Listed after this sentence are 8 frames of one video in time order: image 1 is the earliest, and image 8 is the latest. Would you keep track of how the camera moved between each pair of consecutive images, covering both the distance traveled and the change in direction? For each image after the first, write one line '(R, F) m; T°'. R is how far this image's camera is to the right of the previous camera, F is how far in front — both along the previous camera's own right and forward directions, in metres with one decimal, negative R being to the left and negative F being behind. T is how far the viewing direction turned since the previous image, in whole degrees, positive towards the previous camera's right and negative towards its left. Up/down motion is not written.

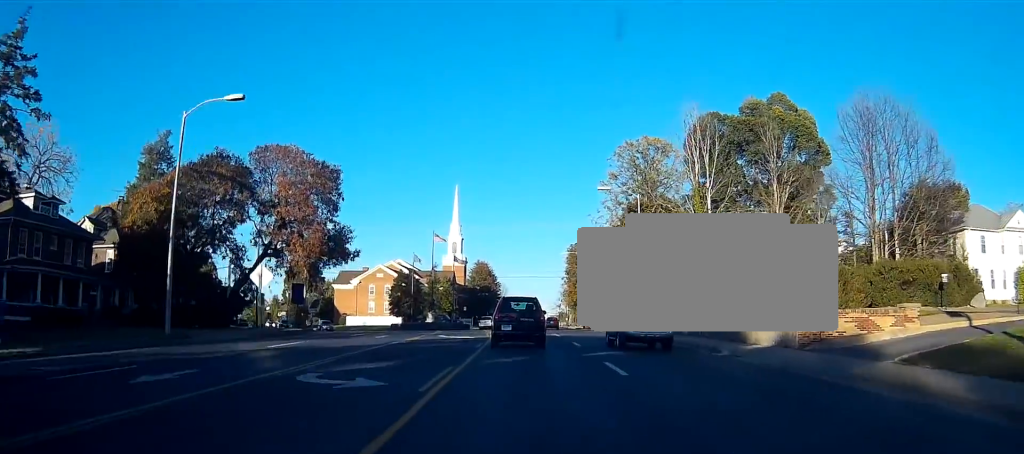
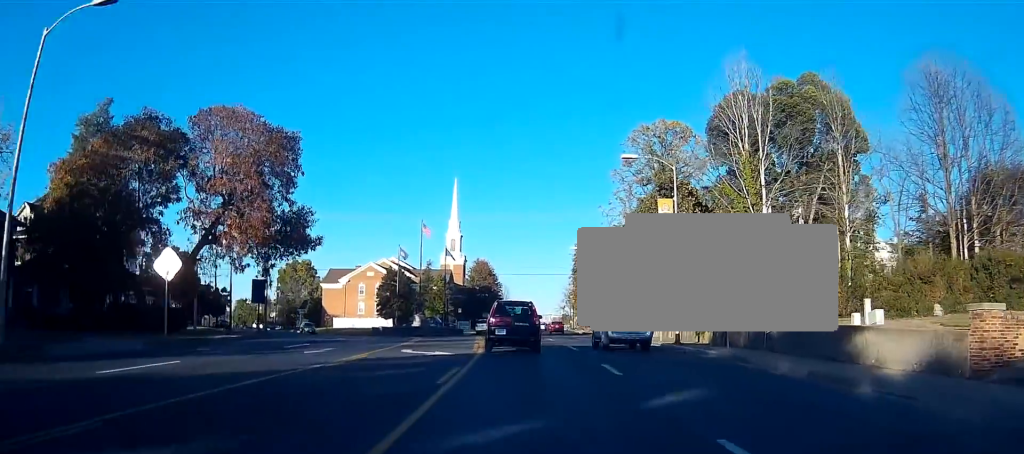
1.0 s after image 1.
(-0.2, +11.0) m; 0°
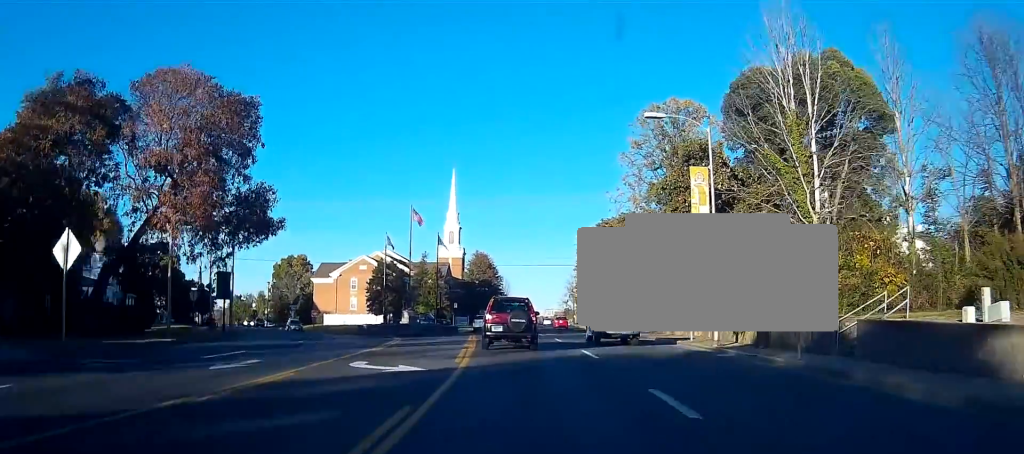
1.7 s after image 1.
(+0.1, +7.2) m; 0°
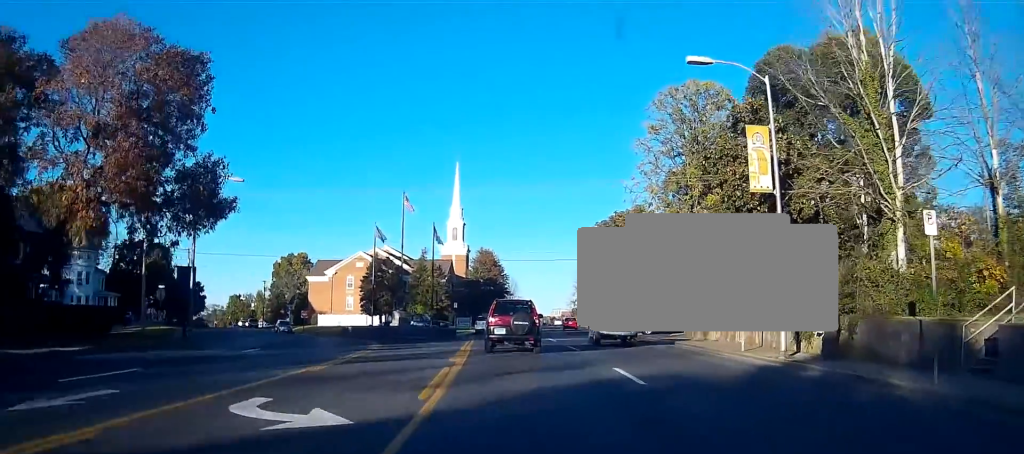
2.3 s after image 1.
(0.0, +7.1) m; -1°
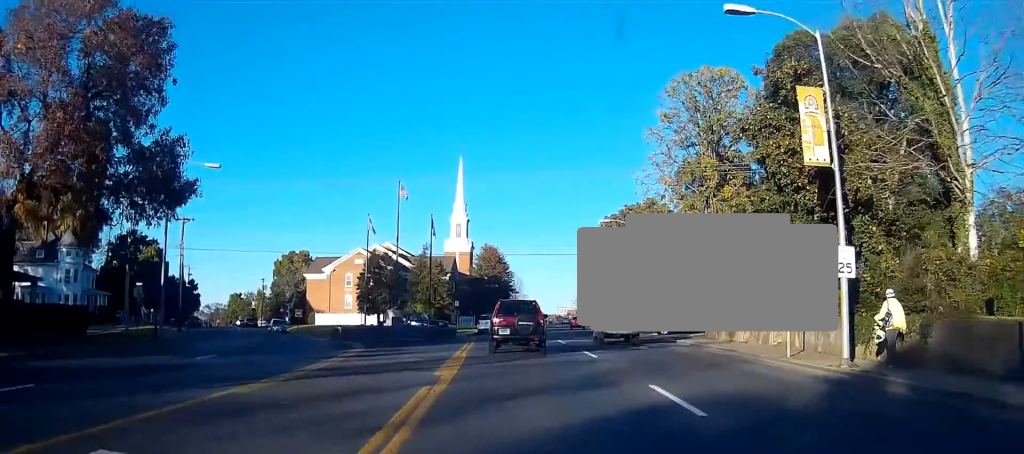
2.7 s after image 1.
(-0.1, +4.3) m; -1°
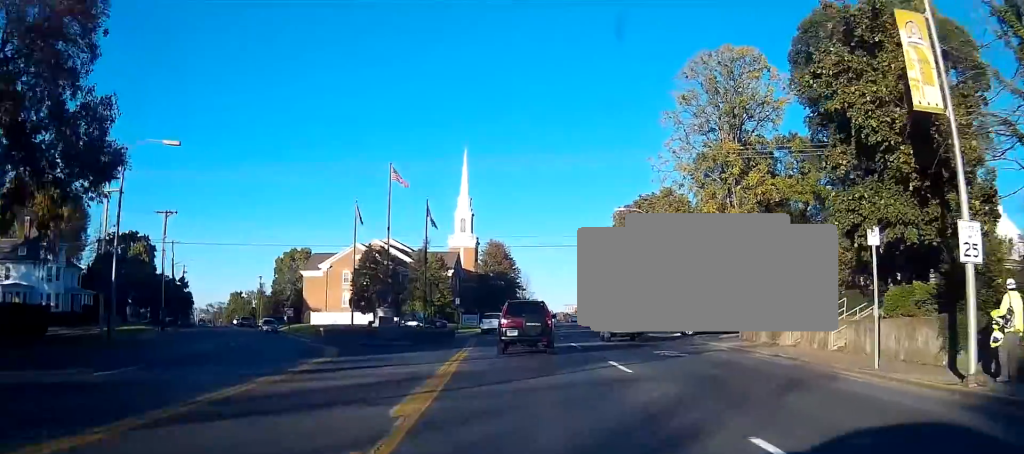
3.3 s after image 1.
(-0.1, +5.7) m; -1°
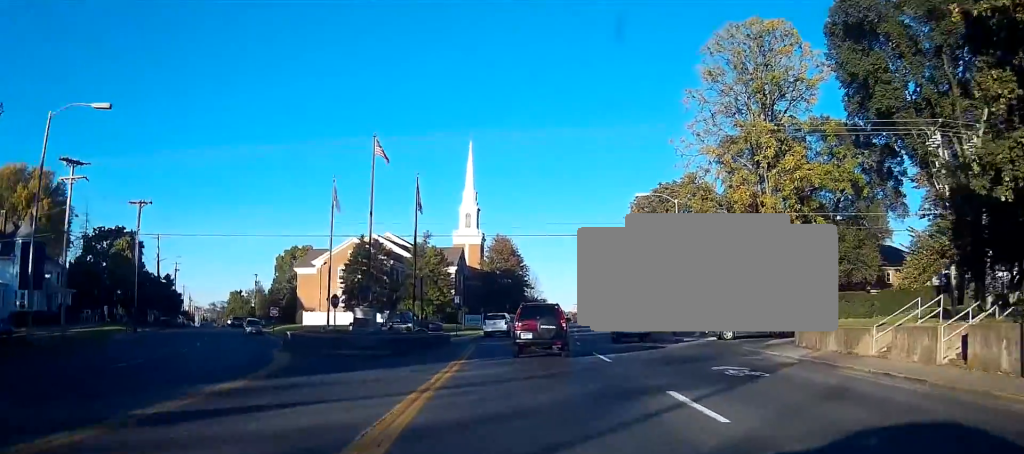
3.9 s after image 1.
(-0.1, +7.1) m; 0°
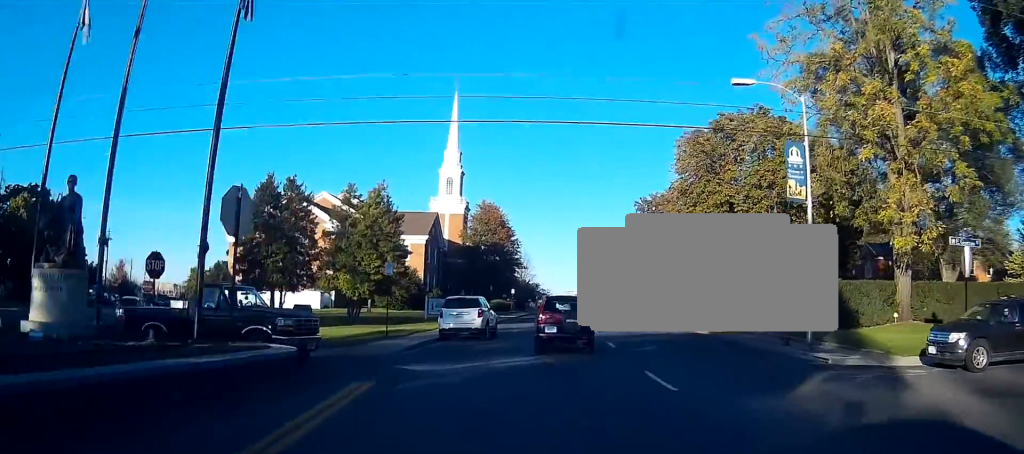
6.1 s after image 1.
(+0.4, +23.0) m; +2°
